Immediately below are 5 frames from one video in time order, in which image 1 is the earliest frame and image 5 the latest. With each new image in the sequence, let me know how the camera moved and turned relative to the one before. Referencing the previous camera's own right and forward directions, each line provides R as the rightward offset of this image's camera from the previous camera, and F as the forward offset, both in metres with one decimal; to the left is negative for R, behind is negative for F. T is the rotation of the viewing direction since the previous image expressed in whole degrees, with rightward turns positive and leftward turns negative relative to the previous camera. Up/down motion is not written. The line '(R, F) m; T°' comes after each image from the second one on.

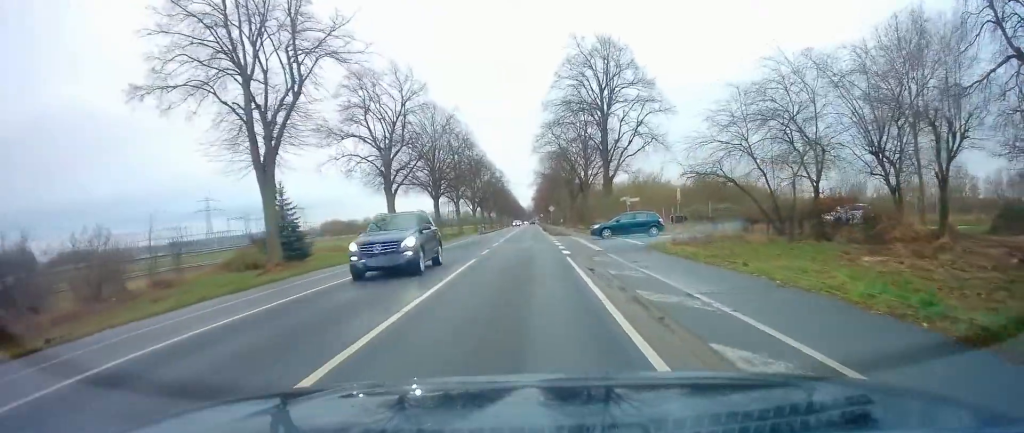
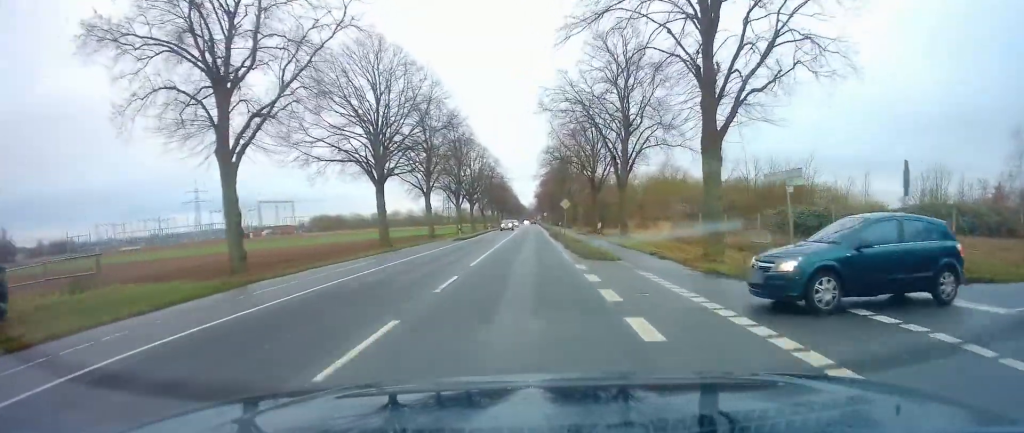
(+0.2, +23.4) m; 0°
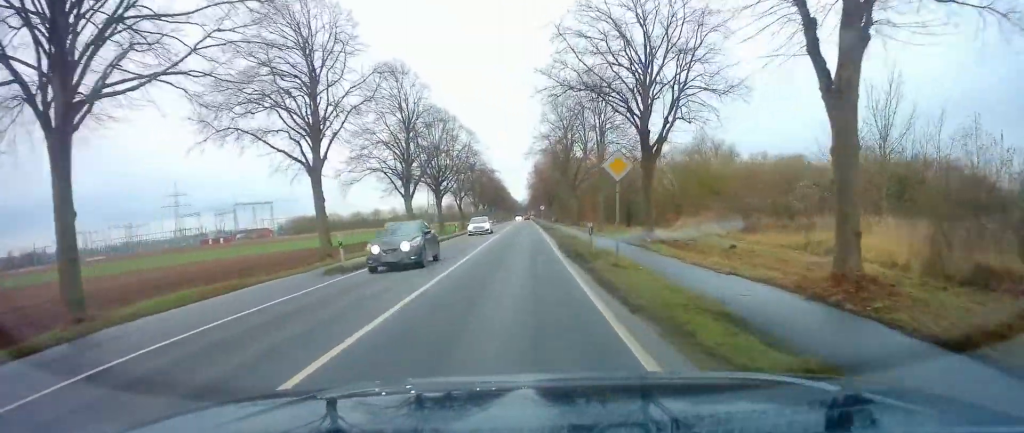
(-0.1, +27.6) m; 0°
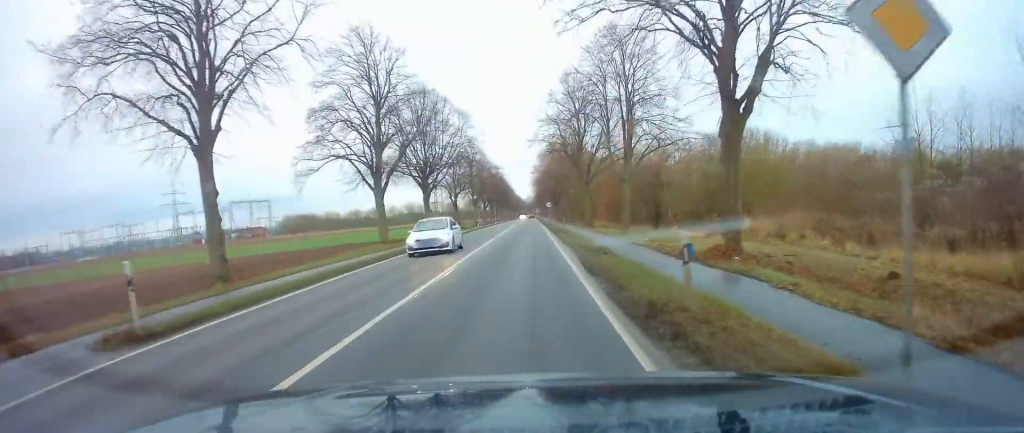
(+0.2, +10.7) m; 0°
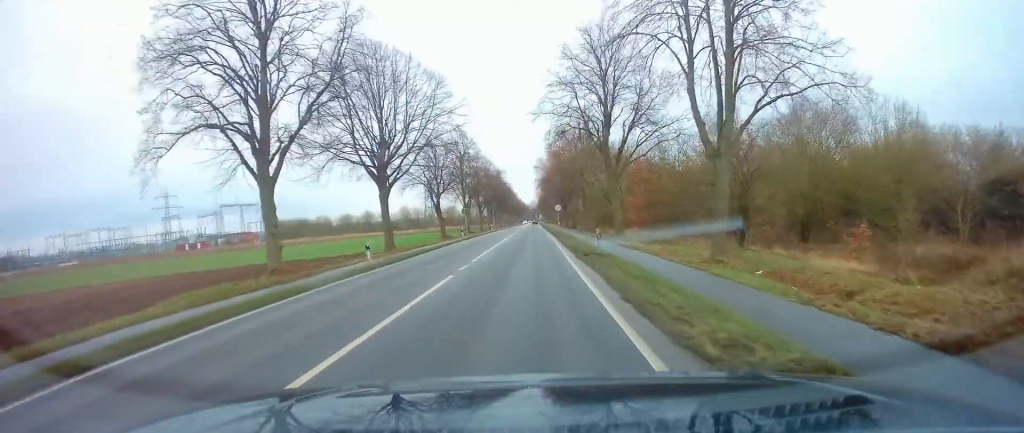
(-0.4, +17.8) m; 0°
